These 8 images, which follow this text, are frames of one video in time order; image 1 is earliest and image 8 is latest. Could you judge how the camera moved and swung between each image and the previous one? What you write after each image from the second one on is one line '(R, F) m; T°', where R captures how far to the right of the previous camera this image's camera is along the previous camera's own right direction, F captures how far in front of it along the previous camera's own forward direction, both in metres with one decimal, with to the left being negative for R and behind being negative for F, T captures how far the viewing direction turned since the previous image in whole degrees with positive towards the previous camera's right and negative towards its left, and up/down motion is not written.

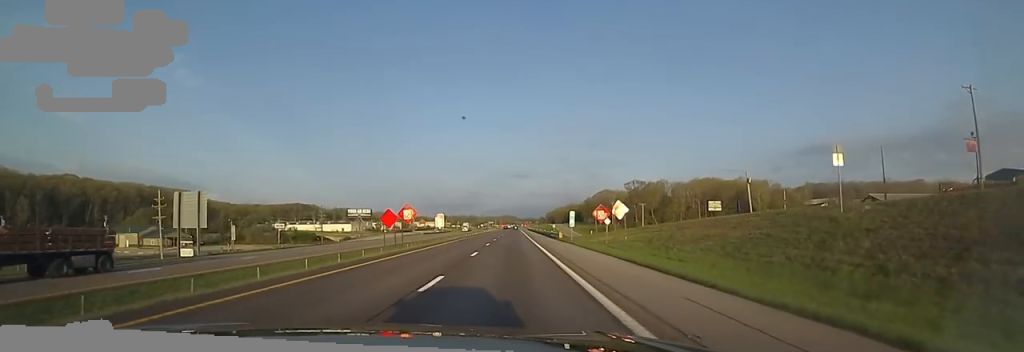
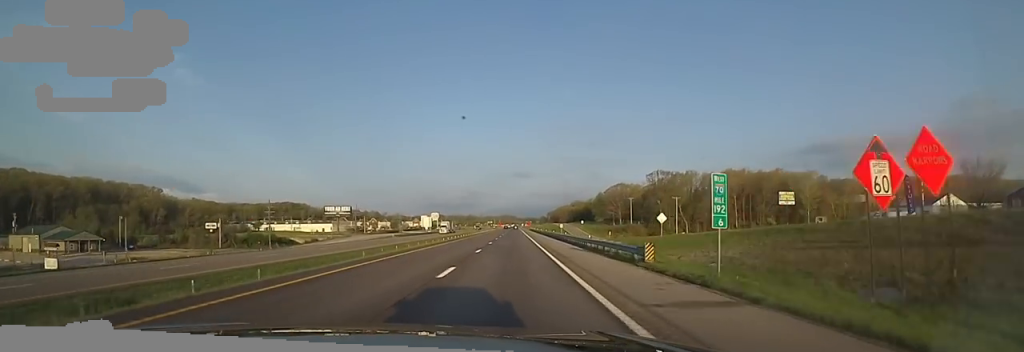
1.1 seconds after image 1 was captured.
(+0.8, +33.6) m; +3°
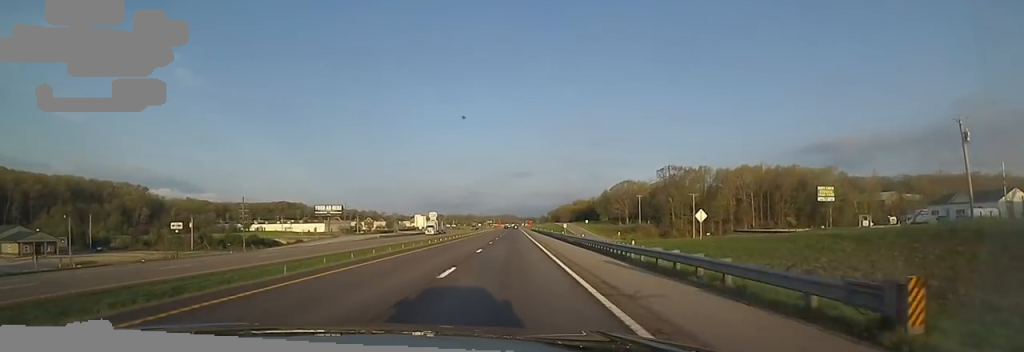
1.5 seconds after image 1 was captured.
(+0.2, +12.4) m; -1°
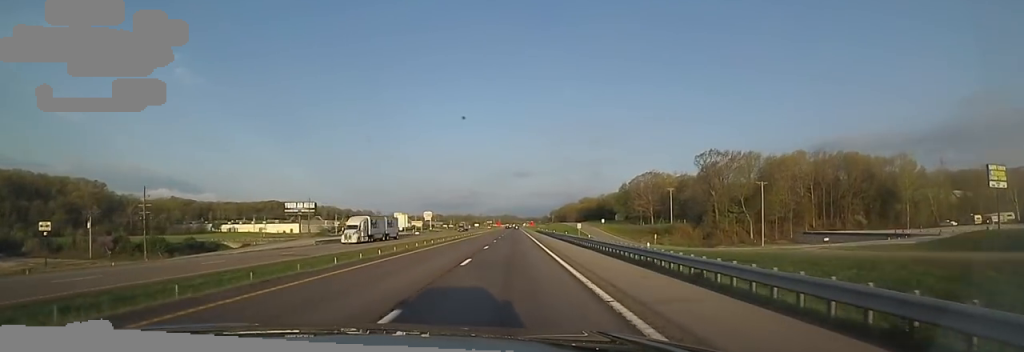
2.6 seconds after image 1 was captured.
(-0.5, +33.2) m; -1°
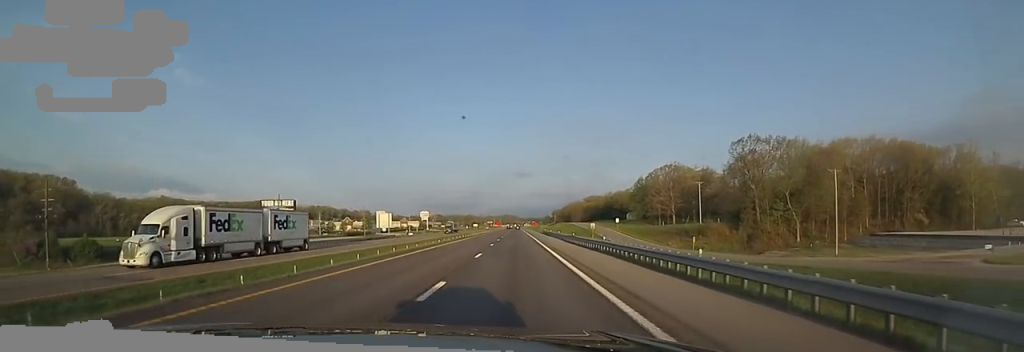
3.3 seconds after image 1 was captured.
(-0.5, +21.9) m; 0°
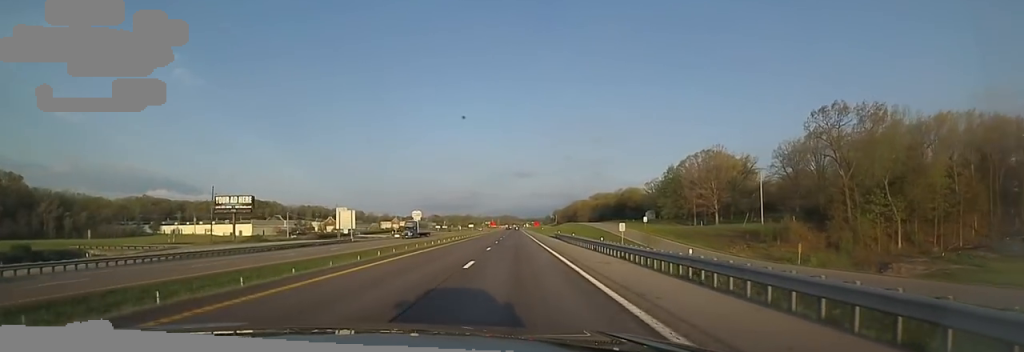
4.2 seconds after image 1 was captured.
(+0.9, +30.1) m; 0°
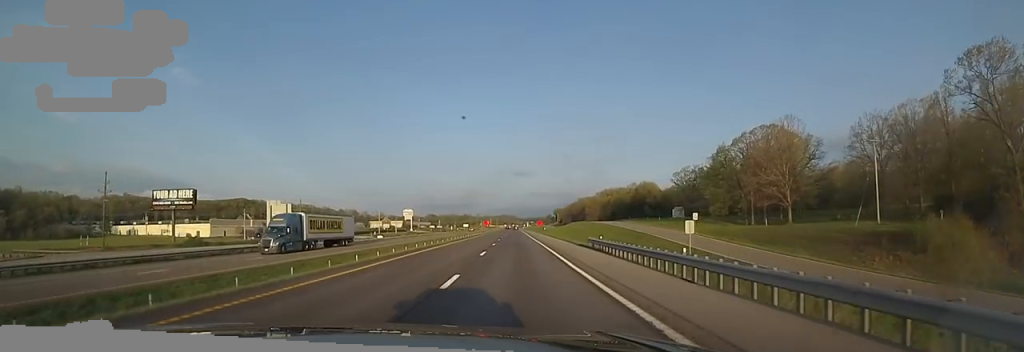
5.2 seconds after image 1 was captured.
(-1.1, +30.0) m; 0°
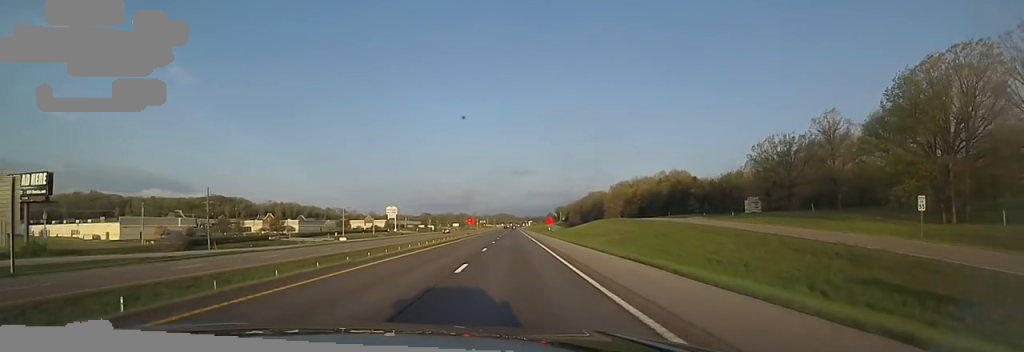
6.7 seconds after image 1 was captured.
(+0.6, +45.5) m; 0°
